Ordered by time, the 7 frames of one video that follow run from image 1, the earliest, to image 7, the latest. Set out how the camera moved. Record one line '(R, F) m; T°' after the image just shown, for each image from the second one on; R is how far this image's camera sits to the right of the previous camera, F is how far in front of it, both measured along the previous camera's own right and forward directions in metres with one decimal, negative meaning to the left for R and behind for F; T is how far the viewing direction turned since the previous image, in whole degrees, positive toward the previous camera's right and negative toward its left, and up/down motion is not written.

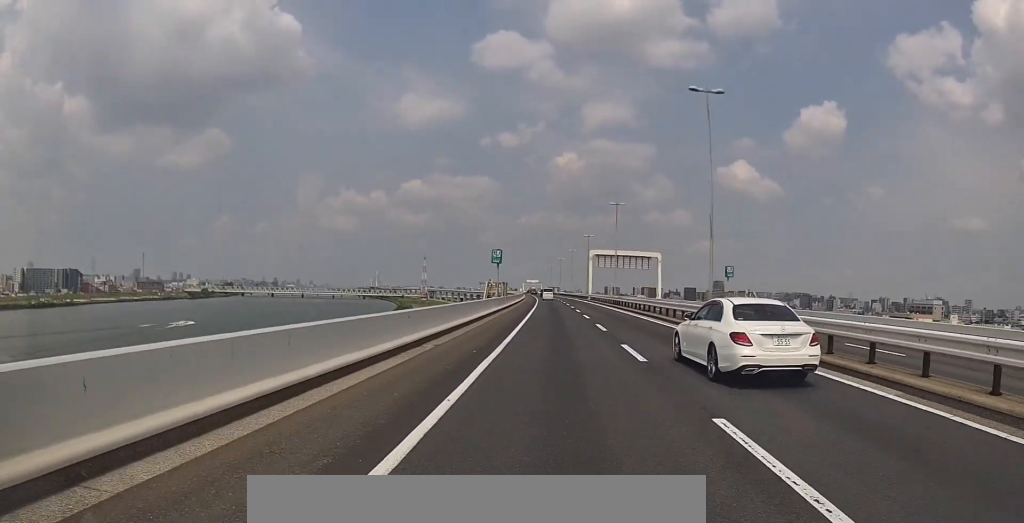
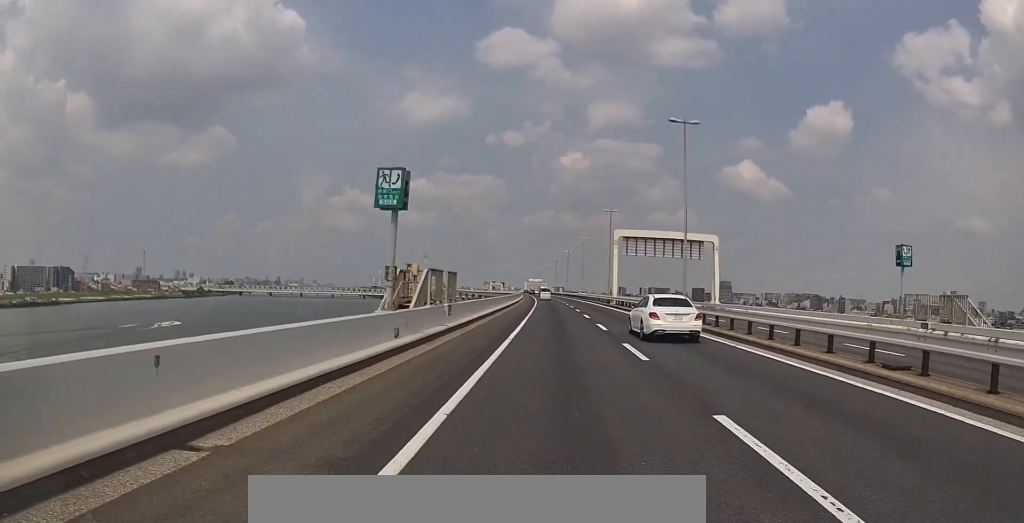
(+0.1, +29.1) m; 0°
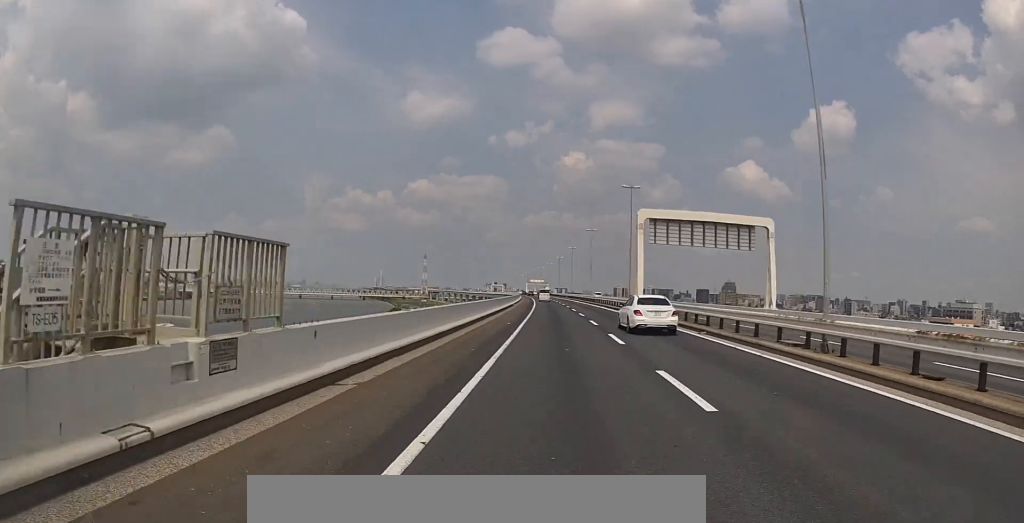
(+0.1, +15.2) m; 0°
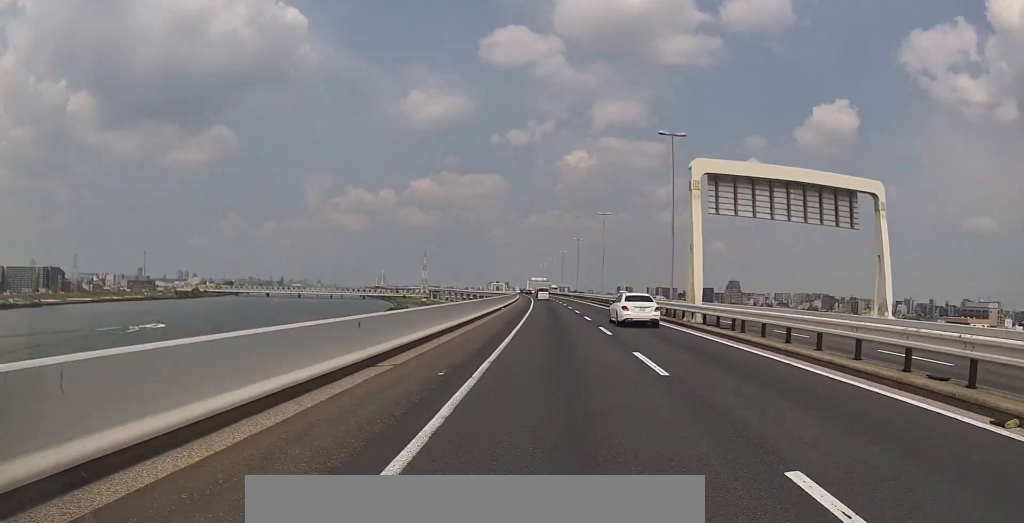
(0.0, +16.2) m; 0°
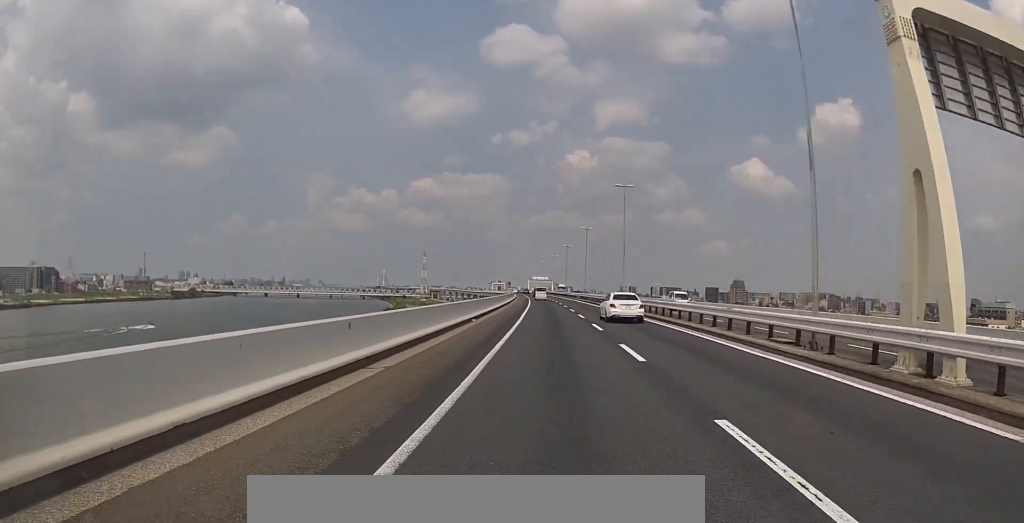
(0.0, +18.0) m; -1°
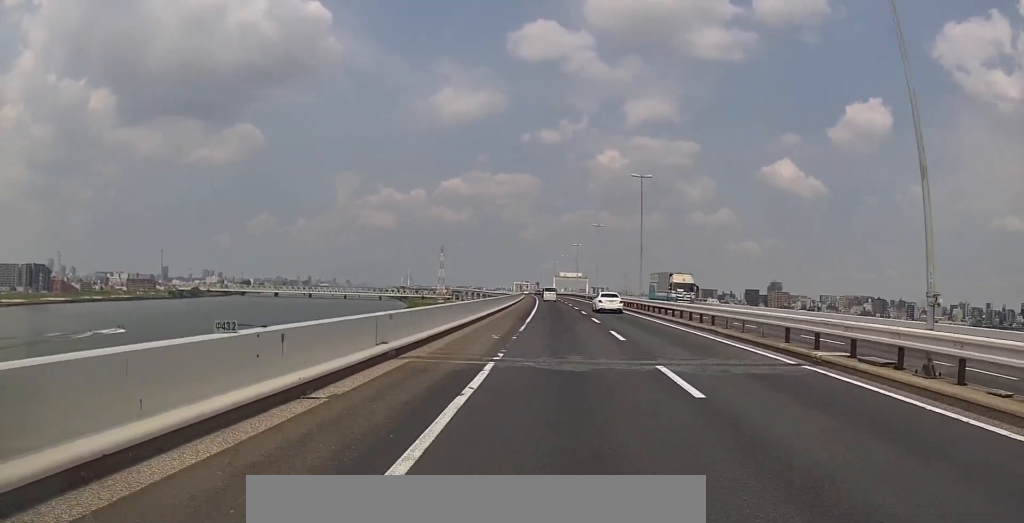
(-0.8, +72.3) m; -1°
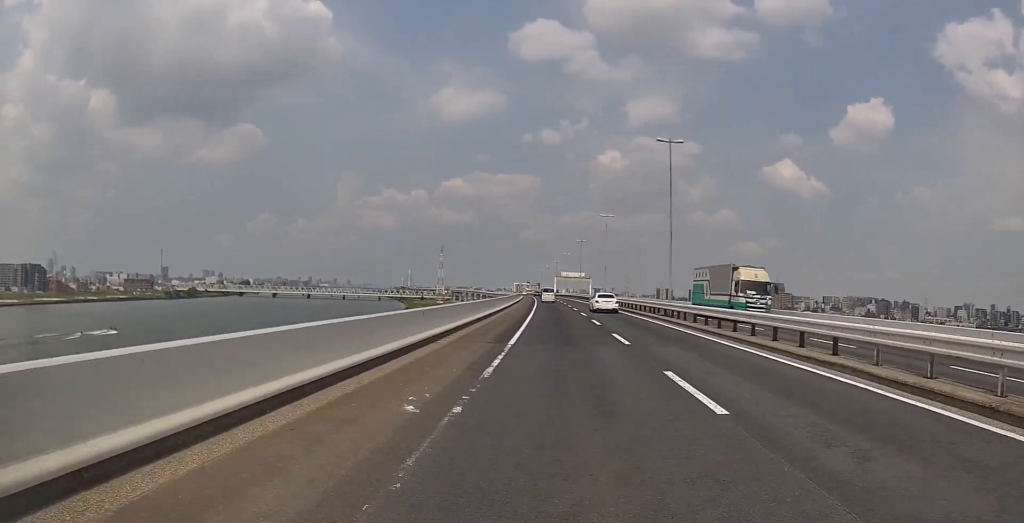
(-0.3, +11.7) m; -1°
